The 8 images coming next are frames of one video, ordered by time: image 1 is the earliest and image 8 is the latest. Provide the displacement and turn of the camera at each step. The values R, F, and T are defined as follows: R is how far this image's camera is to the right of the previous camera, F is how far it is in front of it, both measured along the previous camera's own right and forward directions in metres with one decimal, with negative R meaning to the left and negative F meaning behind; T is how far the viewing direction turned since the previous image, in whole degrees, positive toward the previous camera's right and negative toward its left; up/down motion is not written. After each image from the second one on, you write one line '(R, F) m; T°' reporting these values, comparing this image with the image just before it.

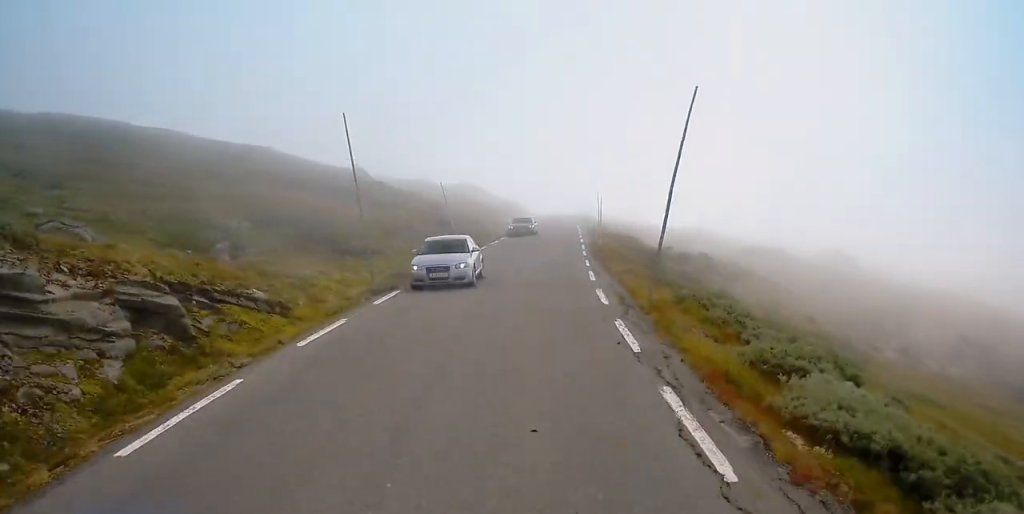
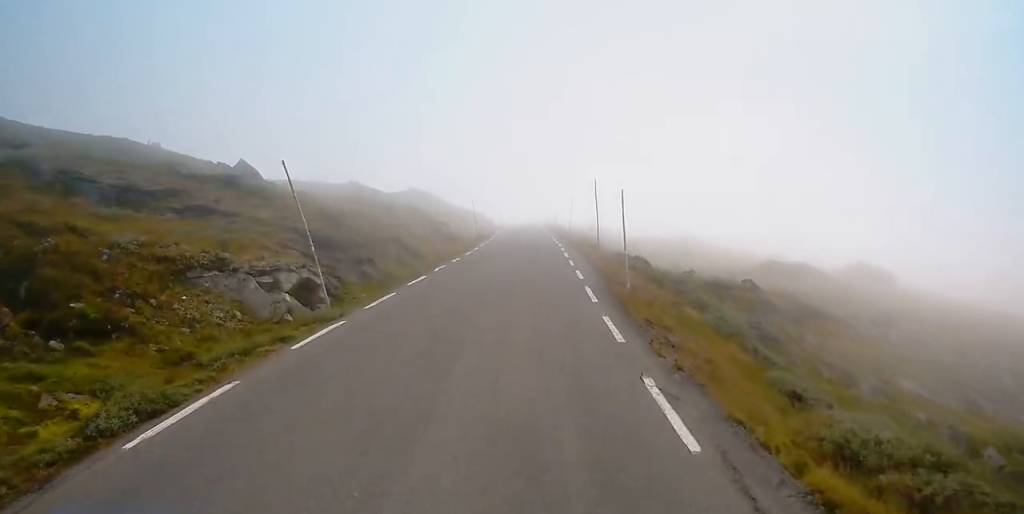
(+0.4, +23.7) m; +2°
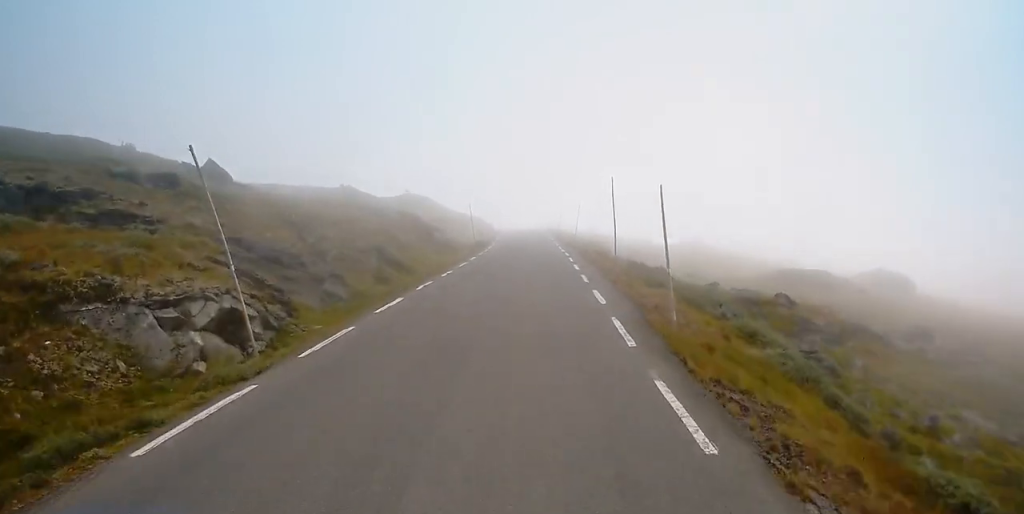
(-0.1, +6.2) m; -2°
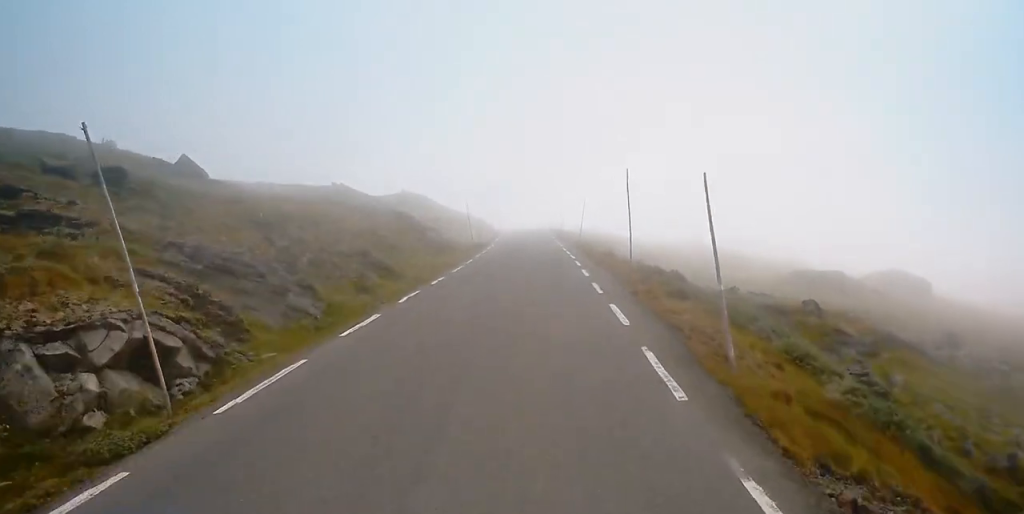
(-0.3, +4.0) m; 0°
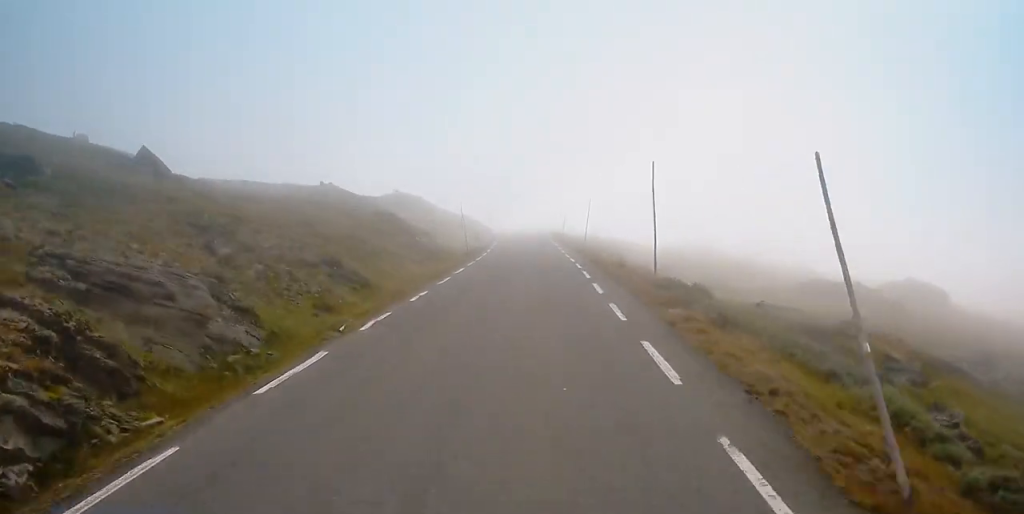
(0.0, +5.1) m; +1°
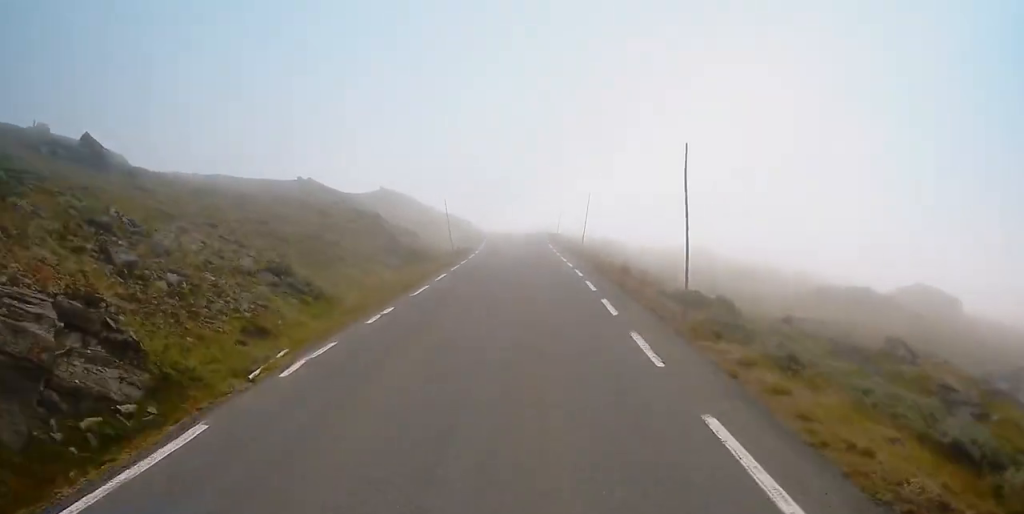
(+0.2, +5.2) m; +2°
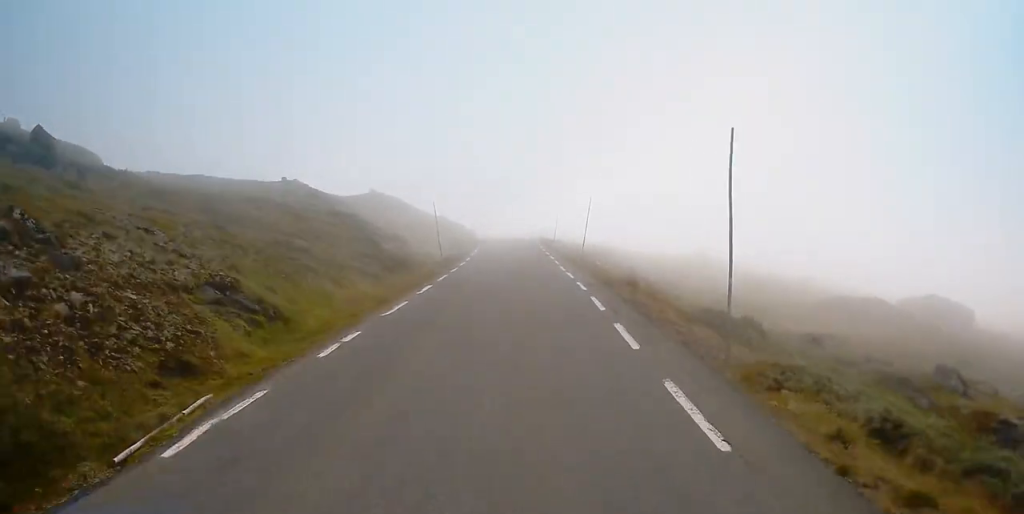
(0.0, +3.8) m; +1°
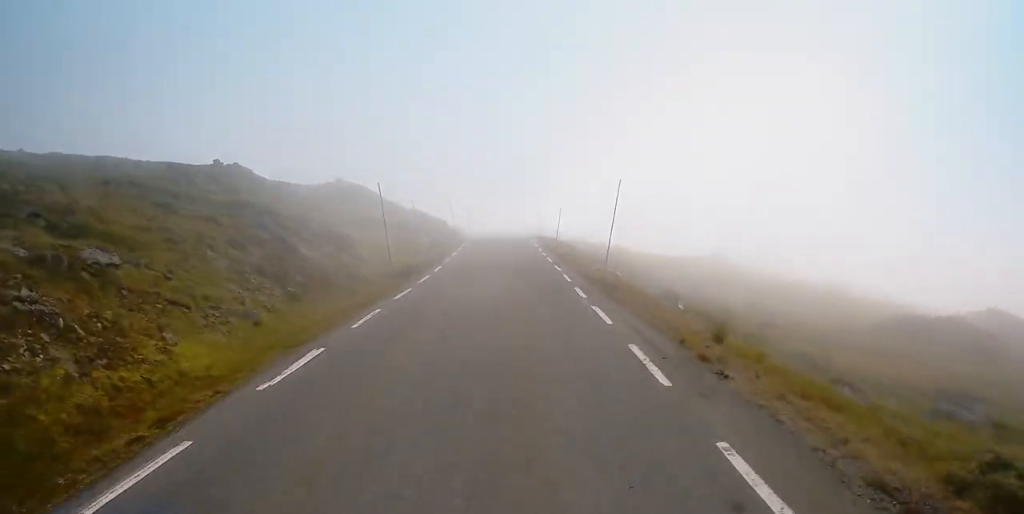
(0.0, +15.1) m; 0°
